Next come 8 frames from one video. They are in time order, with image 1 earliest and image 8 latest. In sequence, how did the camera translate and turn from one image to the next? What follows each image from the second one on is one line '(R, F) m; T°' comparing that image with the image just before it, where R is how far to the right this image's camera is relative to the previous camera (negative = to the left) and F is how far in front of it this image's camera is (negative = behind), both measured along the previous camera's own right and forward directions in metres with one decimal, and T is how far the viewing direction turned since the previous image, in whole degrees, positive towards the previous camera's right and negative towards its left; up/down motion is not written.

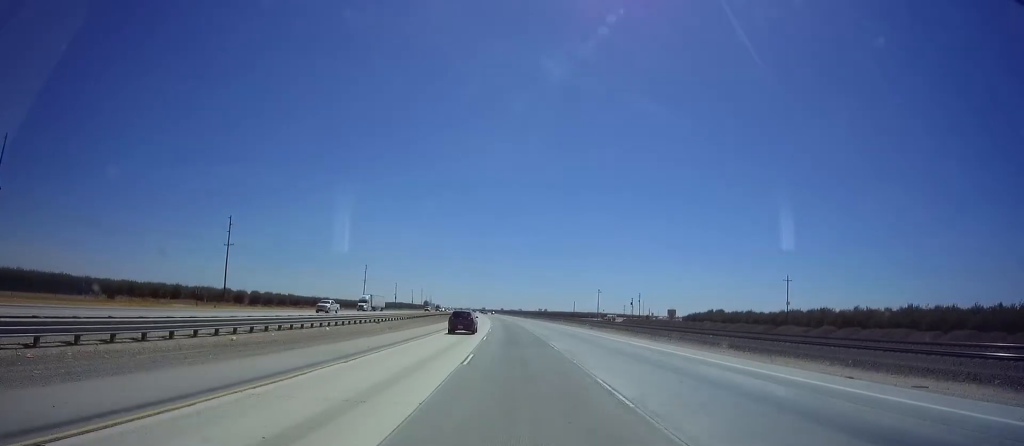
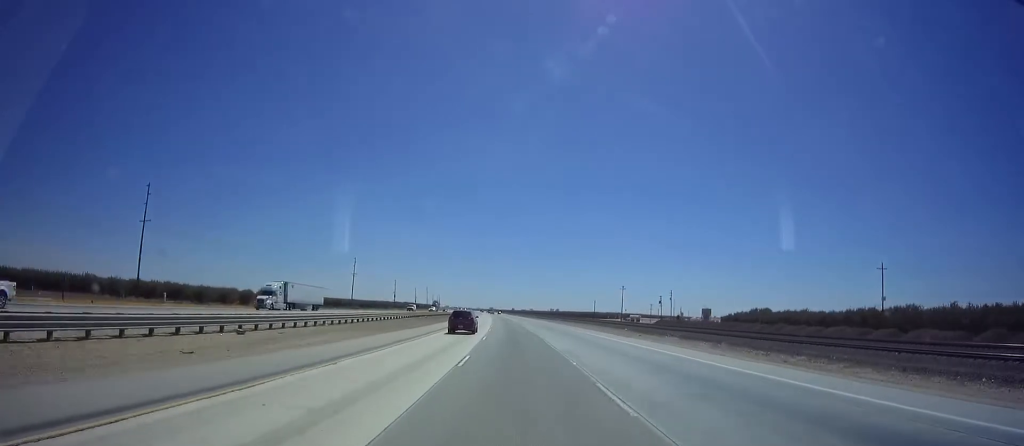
(0.0, +30.0) m; -1°
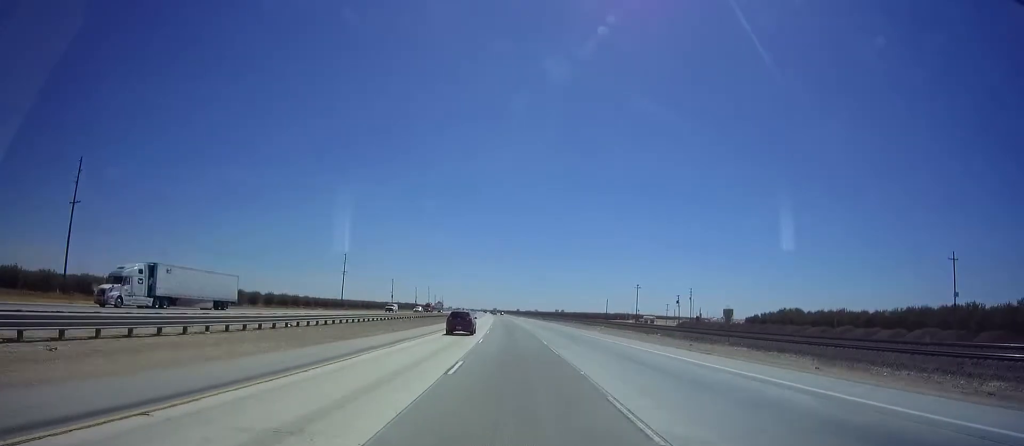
(-0.4, +16.6) m; -1°
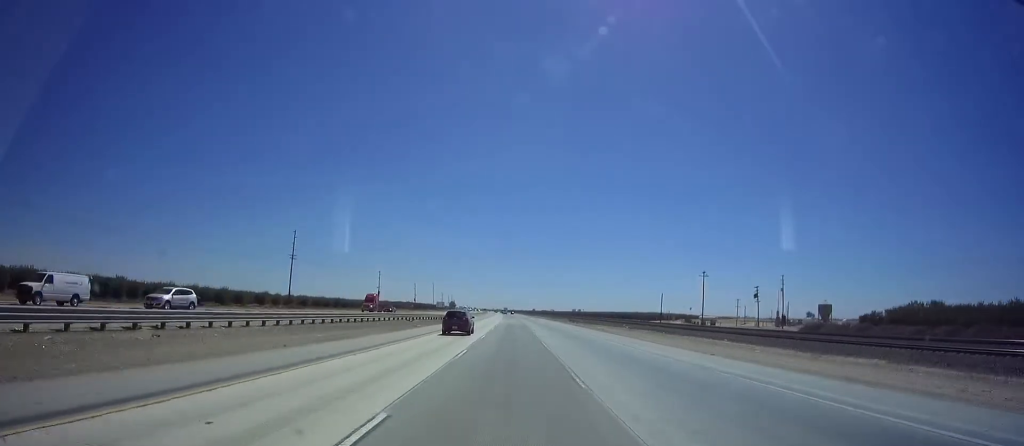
(-0.8, +53.3) m; -2°
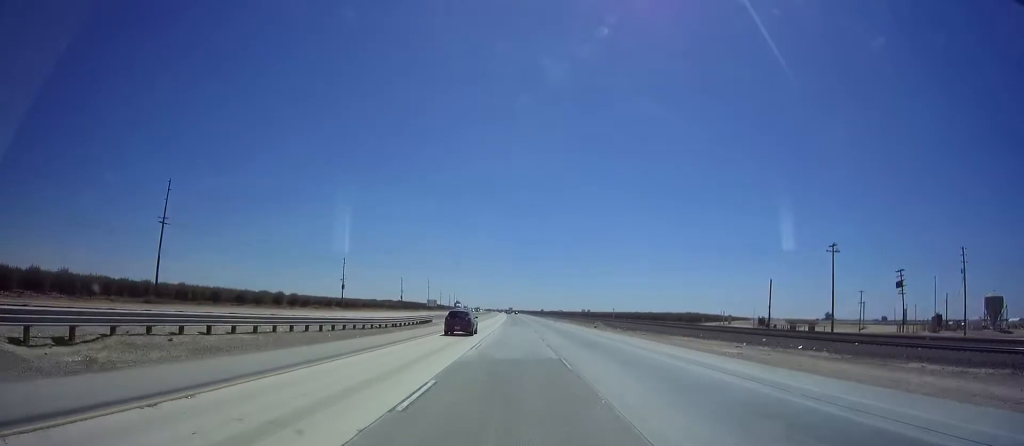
(-0.1, +54.4) m; 0°
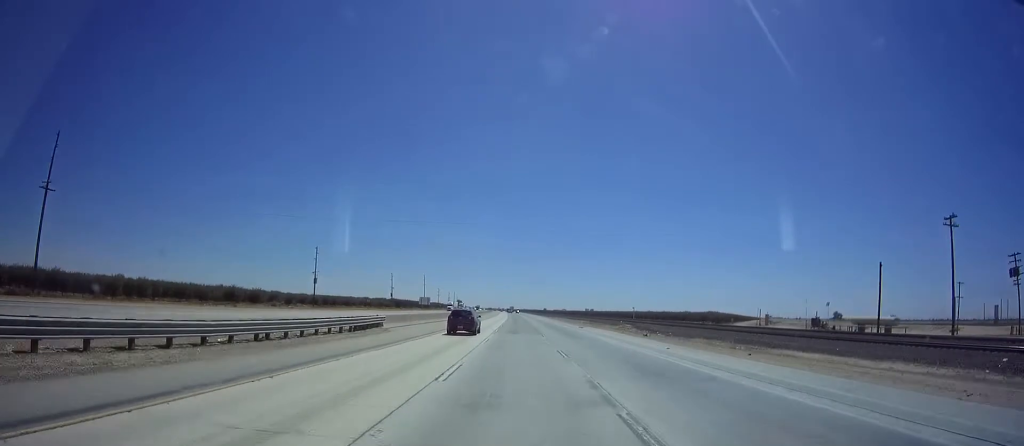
(-0.3, +25.5) m; -1°
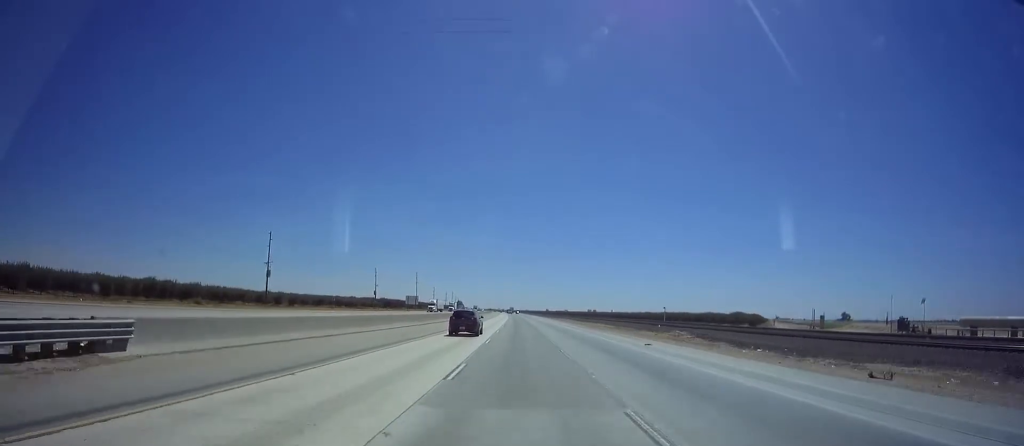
(-0.2, +28.9) m; 0°
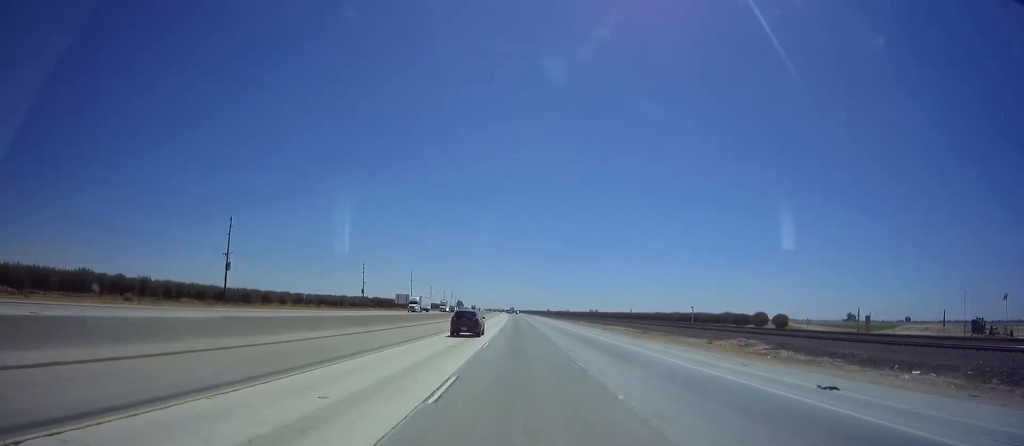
(0.0, +17.8) m; 0°
